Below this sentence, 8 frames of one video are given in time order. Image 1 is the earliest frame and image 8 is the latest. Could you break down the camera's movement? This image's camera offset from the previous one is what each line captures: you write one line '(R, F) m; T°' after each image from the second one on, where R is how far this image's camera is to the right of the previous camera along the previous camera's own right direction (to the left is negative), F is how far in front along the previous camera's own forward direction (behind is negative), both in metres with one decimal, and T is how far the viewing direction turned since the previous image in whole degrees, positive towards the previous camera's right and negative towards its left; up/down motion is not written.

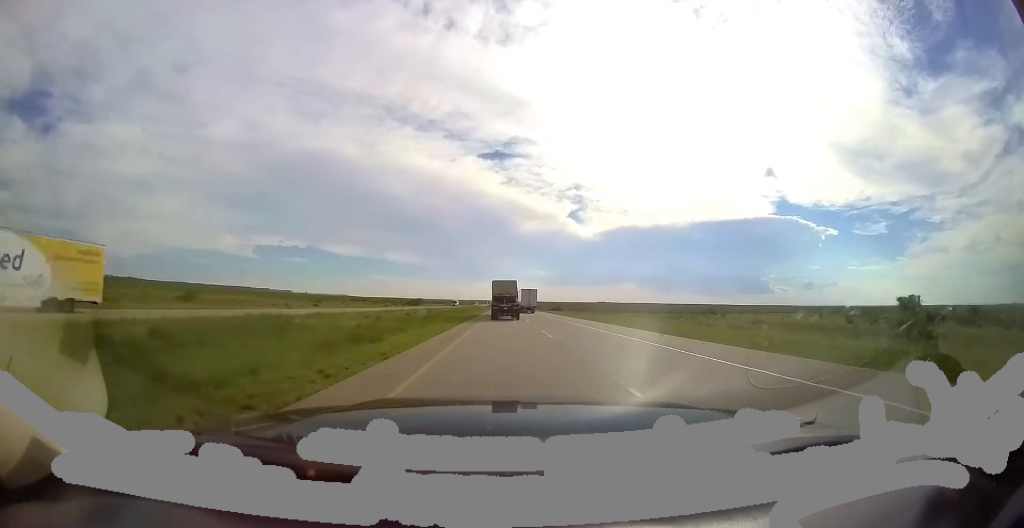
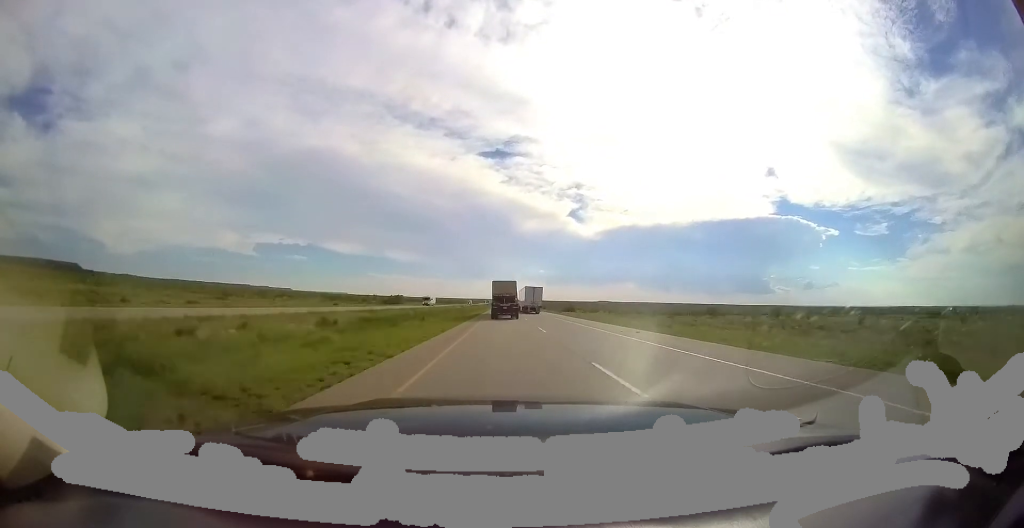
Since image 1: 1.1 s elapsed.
(0.0, +34.5) m; 0°
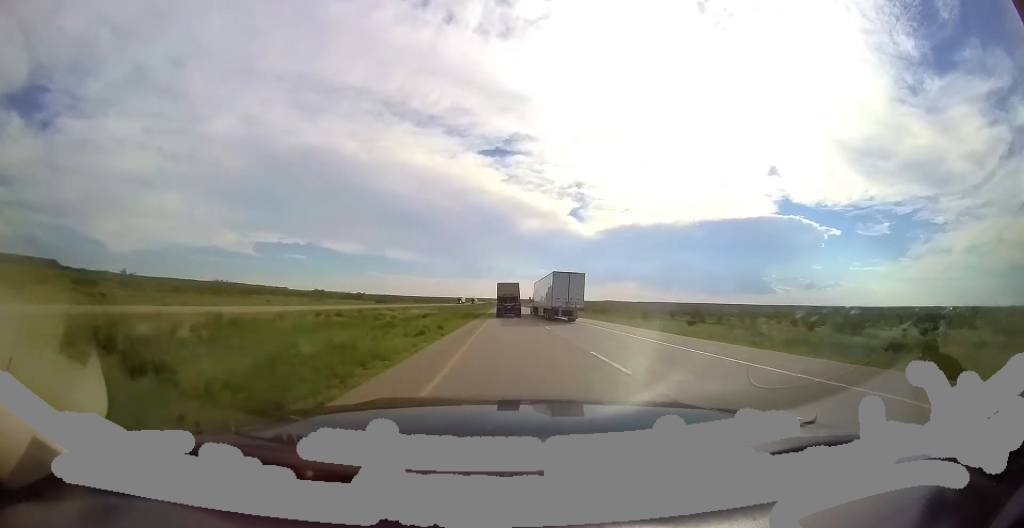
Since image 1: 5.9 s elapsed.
(-1.9, +146.2) m; -2°
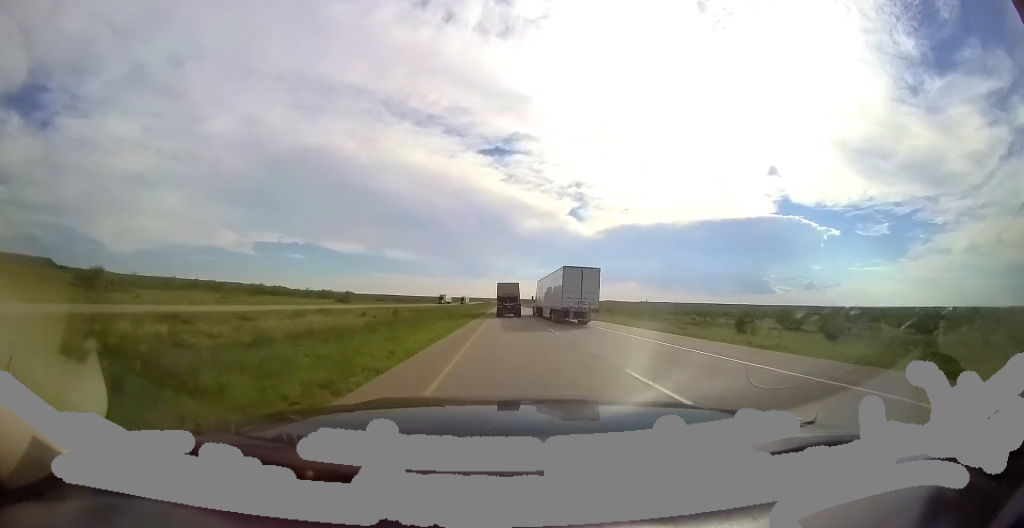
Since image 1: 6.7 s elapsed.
(0.0, +27.1) m; 0°
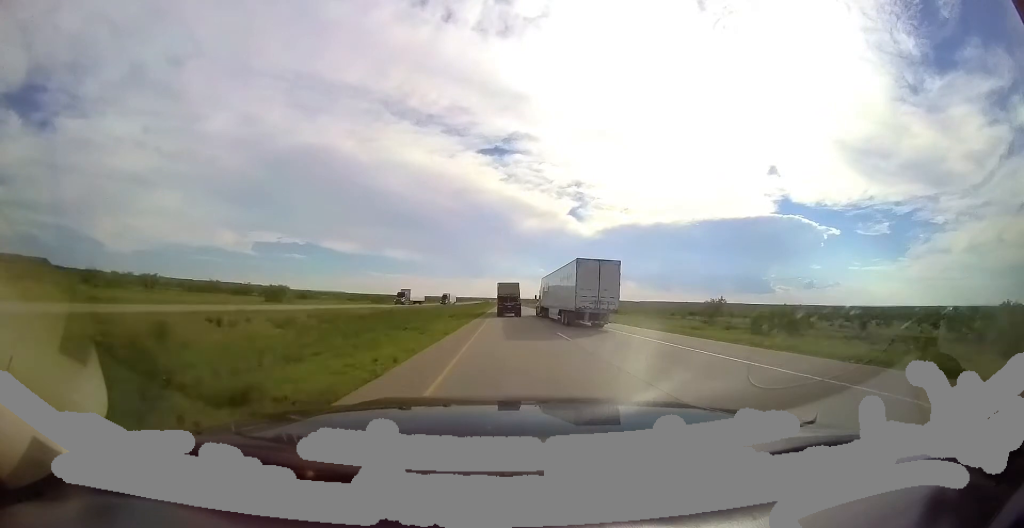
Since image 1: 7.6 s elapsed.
(-0.1, +27.4) m; 0°
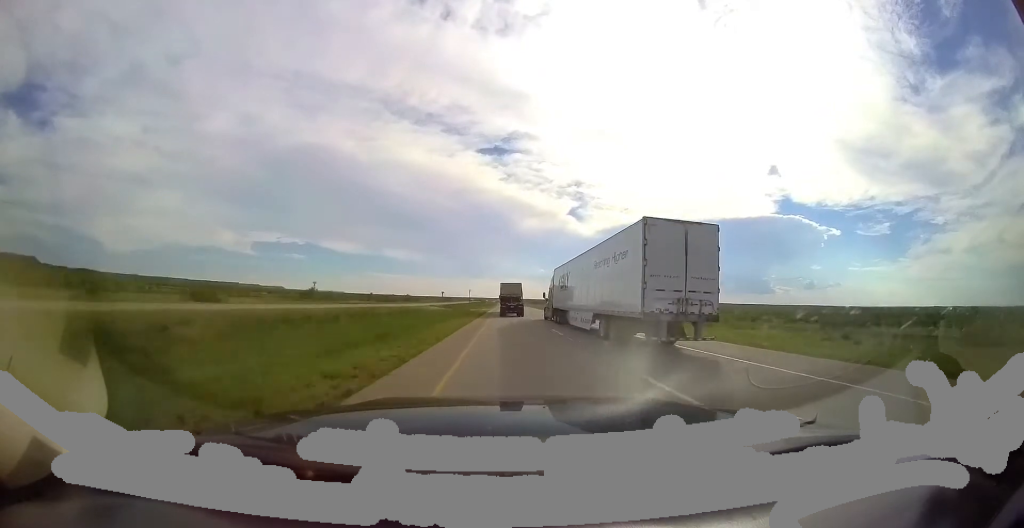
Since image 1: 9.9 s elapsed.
(+0.8, +72.3) m; +1°
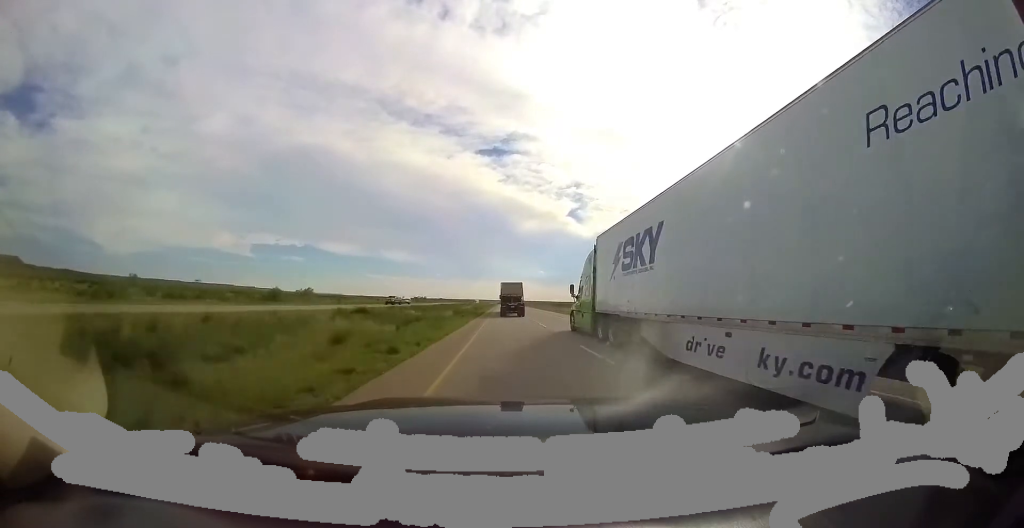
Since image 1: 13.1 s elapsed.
(-0.7, +105.0) m; 0°
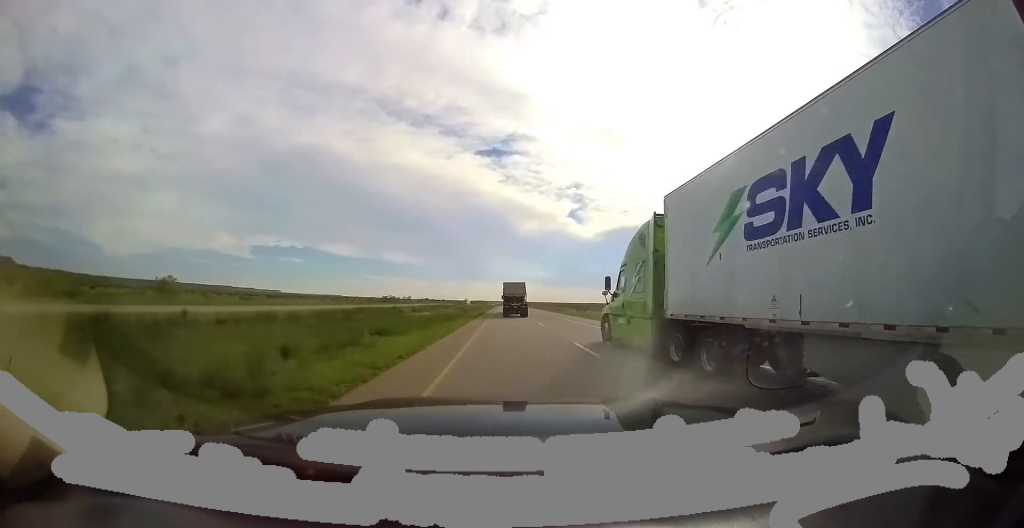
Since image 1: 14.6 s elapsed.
(+1.3, +47.4) m; +1°
